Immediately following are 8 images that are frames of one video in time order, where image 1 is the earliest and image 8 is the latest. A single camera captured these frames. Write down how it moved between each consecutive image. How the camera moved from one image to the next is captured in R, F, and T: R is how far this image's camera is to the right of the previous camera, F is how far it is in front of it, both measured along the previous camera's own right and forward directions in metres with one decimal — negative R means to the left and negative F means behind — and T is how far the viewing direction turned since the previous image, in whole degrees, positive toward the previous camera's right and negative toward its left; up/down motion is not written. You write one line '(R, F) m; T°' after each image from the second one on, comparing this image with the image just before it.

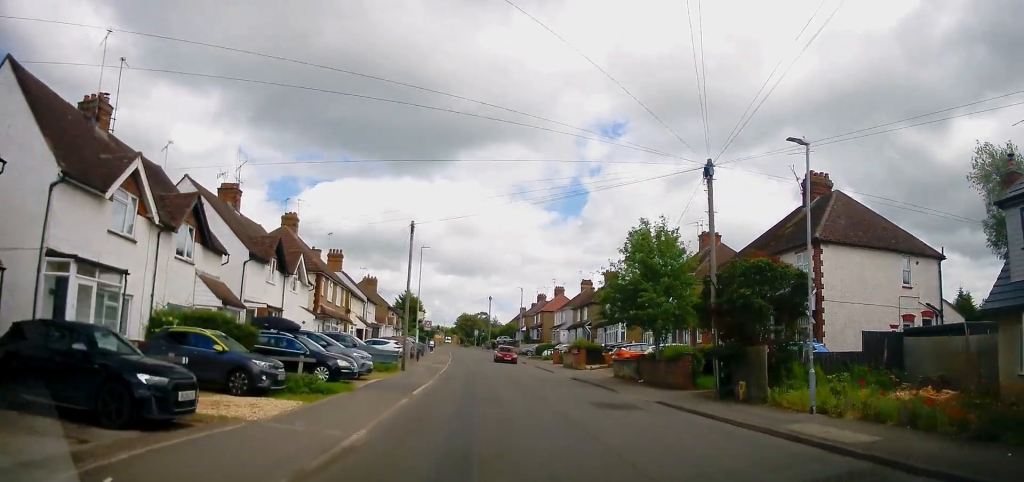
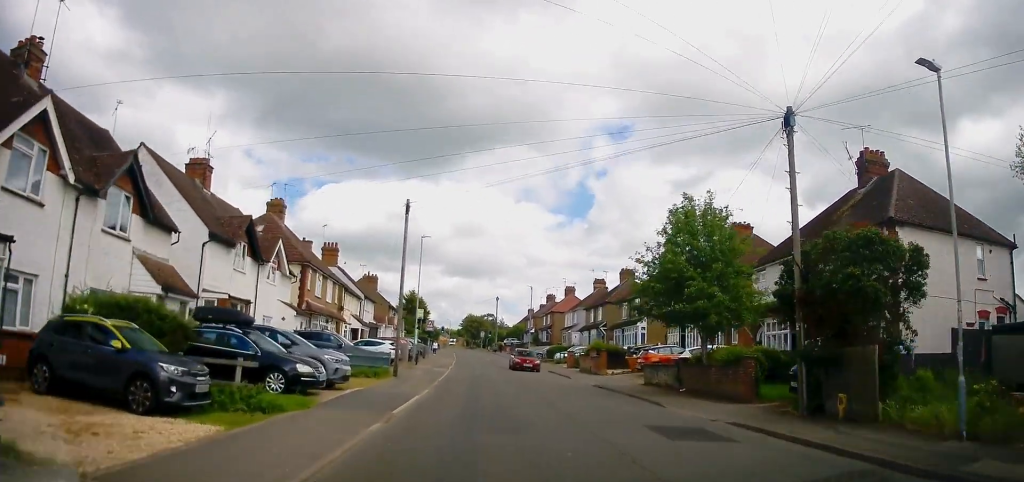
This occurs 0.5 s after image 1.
(+0.1, +4.6) m; +1°
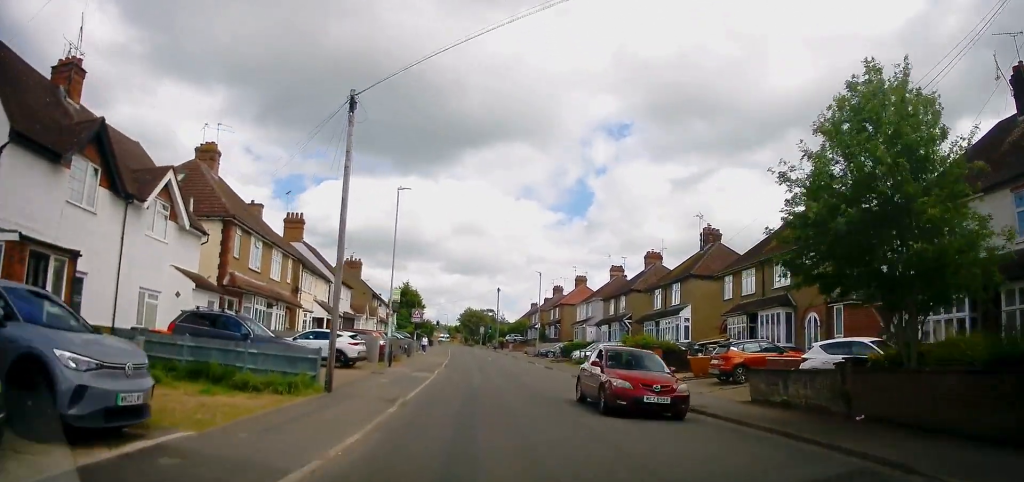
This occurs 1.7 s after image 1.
(+0.4, +10.7) m; +2°
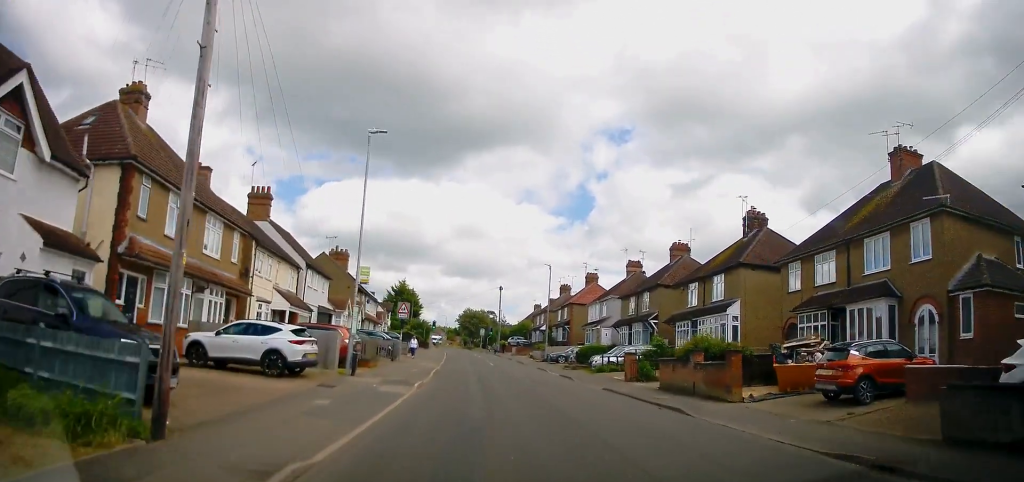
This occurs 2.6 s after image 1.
(0.0, +7.7) m; -2°
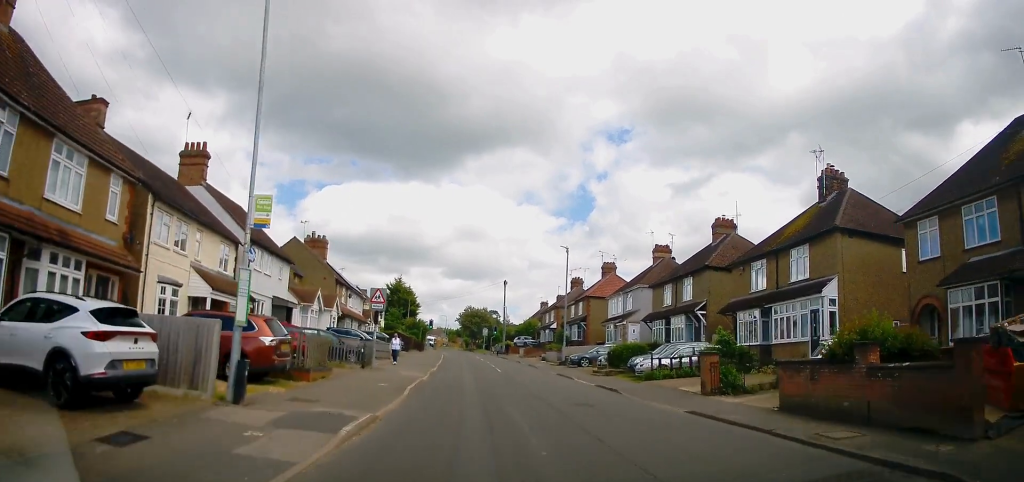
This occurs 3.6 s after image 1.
(-0.3, +9.5) m; -2°
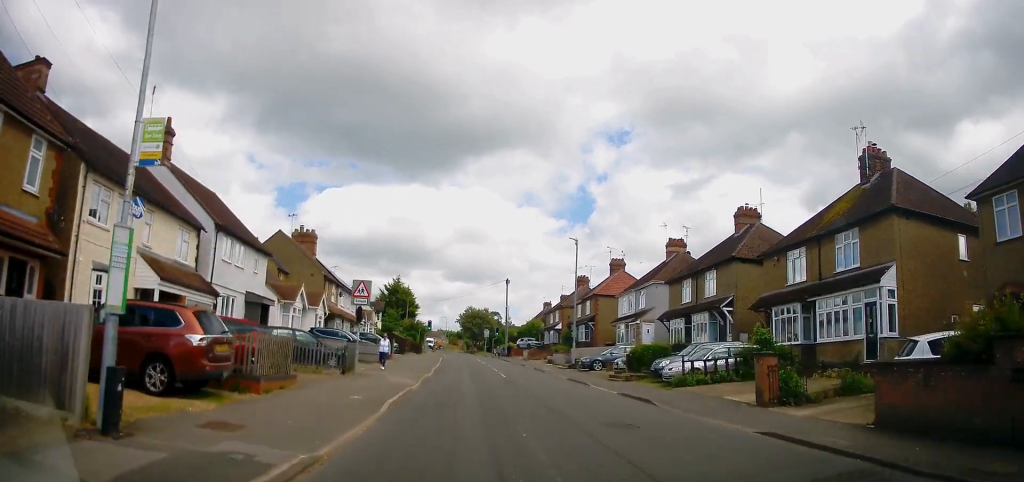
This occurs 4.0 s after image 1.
(-0.2, +4.2) m; 0°
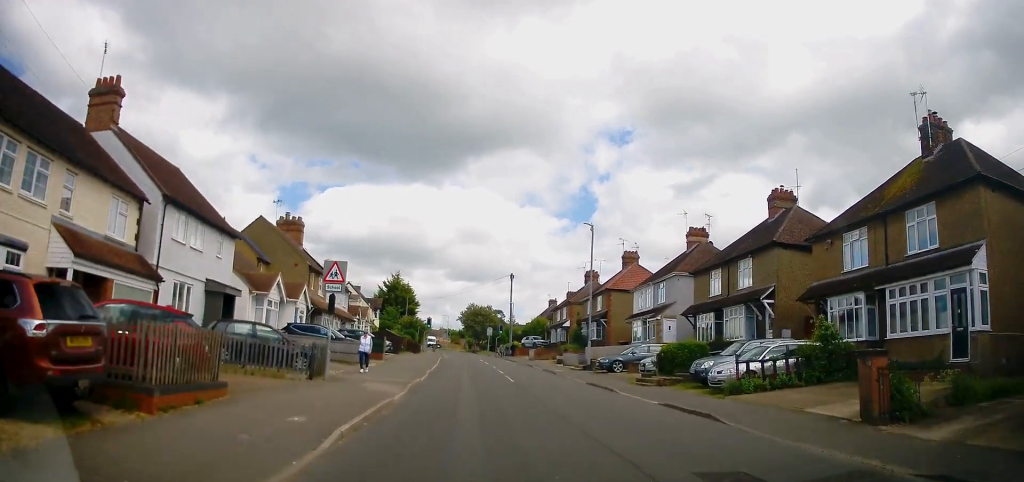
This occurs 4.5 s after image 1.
(+0.1, +4.5) m; +1°
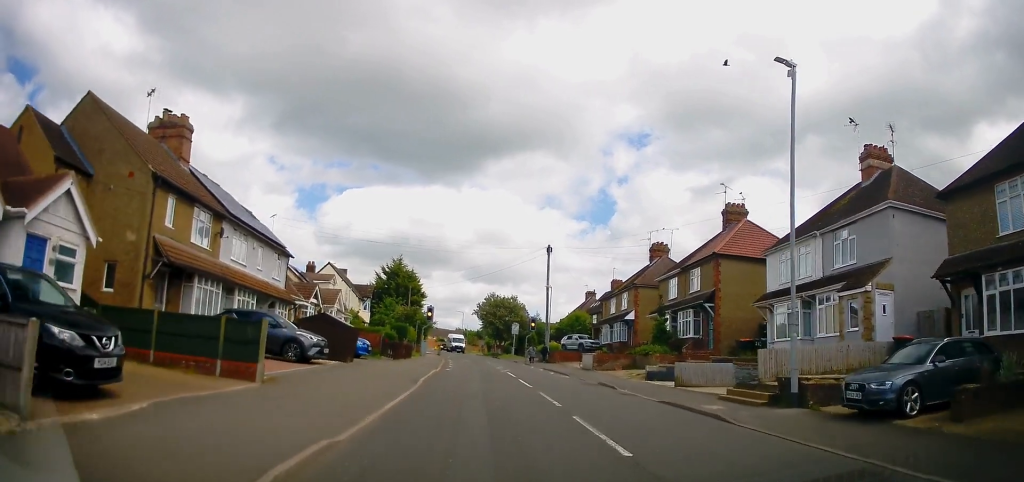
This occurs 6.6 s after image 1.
(+0.3, +20.9) m; -1°
